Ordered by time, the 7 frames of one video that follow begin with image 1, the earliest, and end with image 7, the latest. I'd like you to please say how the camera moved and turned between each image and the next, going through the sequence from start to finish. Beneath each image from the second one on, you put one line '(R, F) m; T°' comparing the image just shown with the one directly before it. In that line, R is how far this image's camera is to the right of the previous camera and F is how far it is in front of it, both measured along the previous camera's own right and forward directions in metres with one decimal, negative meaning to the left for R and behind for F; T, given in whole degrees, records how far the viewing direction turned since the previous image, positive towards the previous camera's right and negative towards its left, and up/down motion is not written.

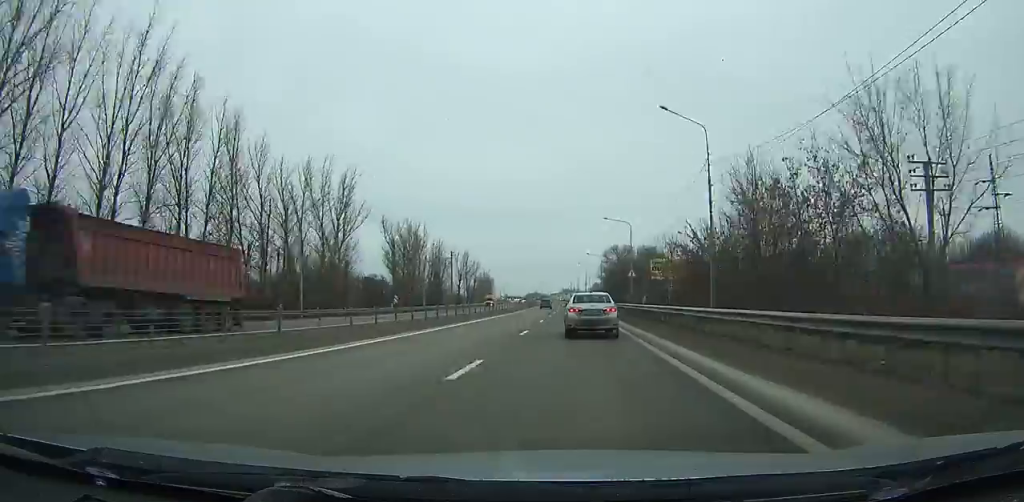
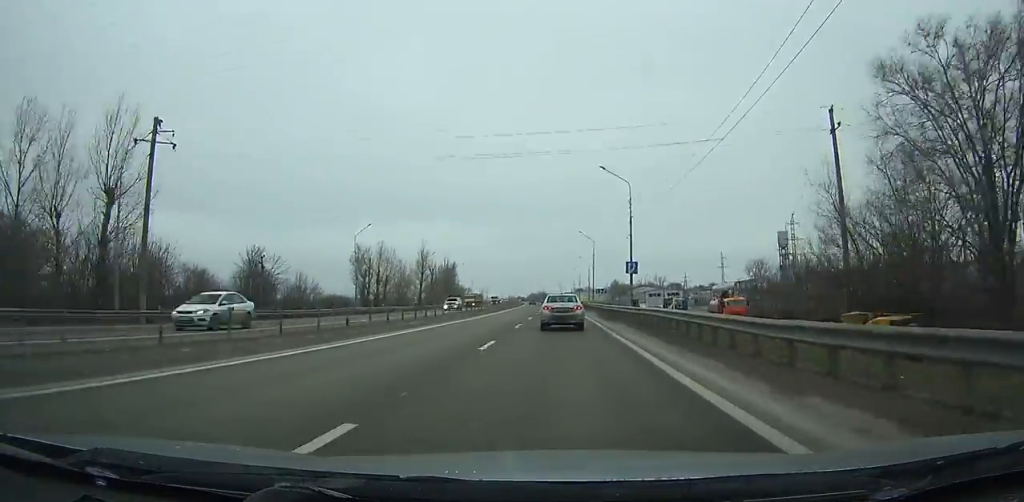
(-2.6, +150.3) m; -2°
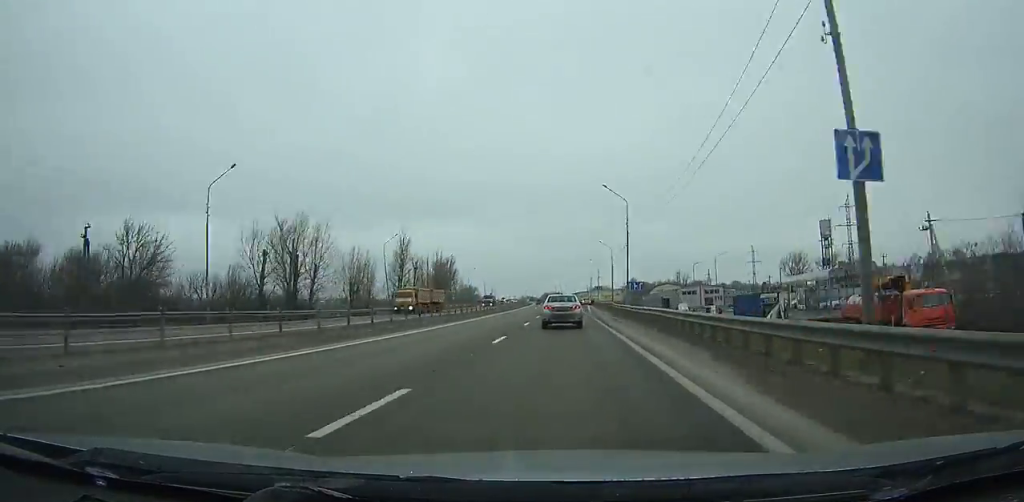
(-0.2, +33.4) m; -1°
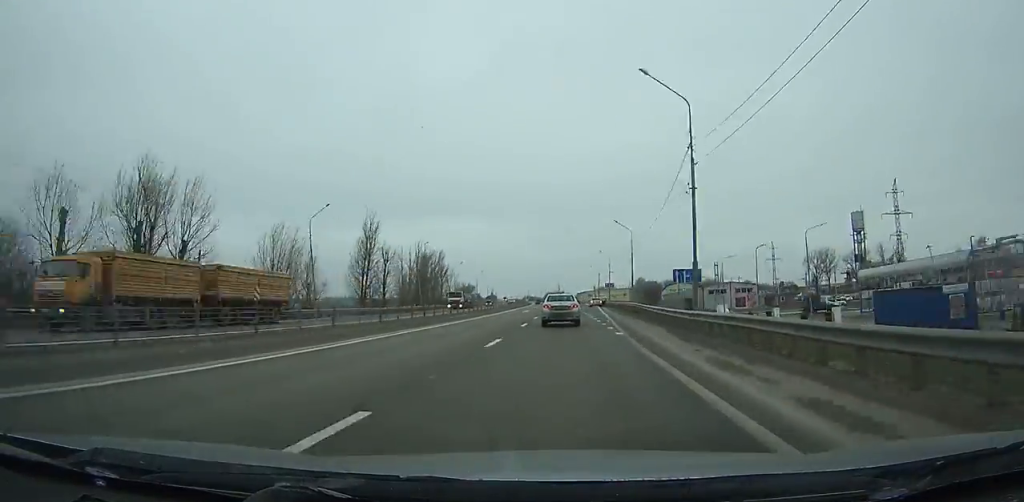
(-0.2, +25.8) m; -1°
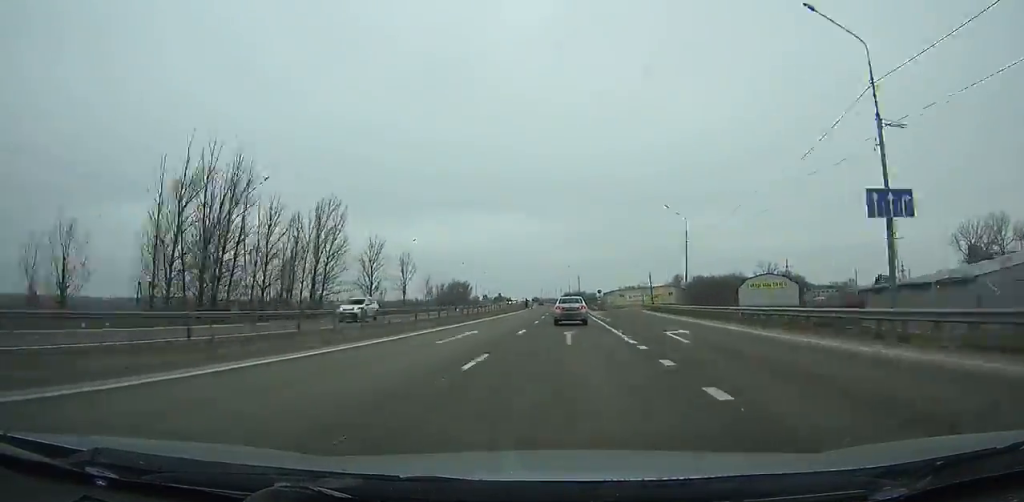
(-2.1, +100.7) m; -2°
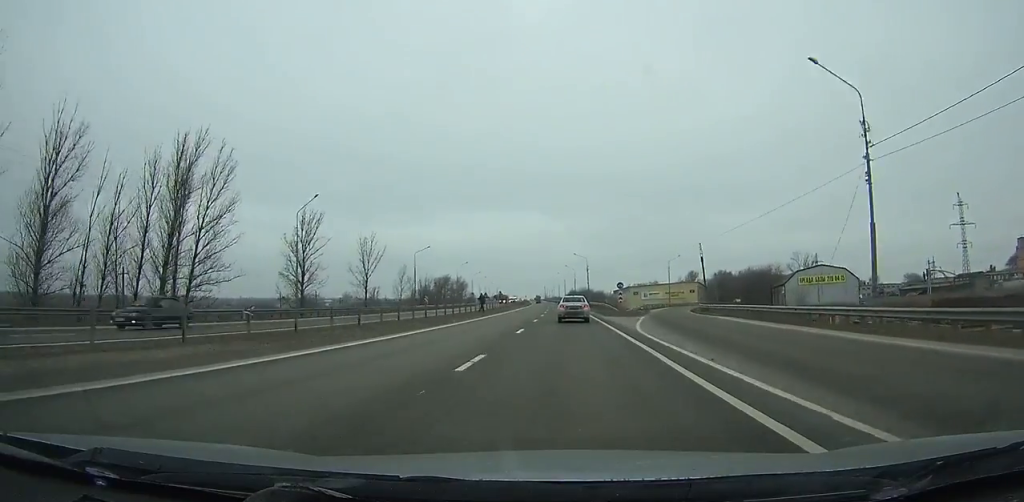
(-0.1, +37.5) m; -1°
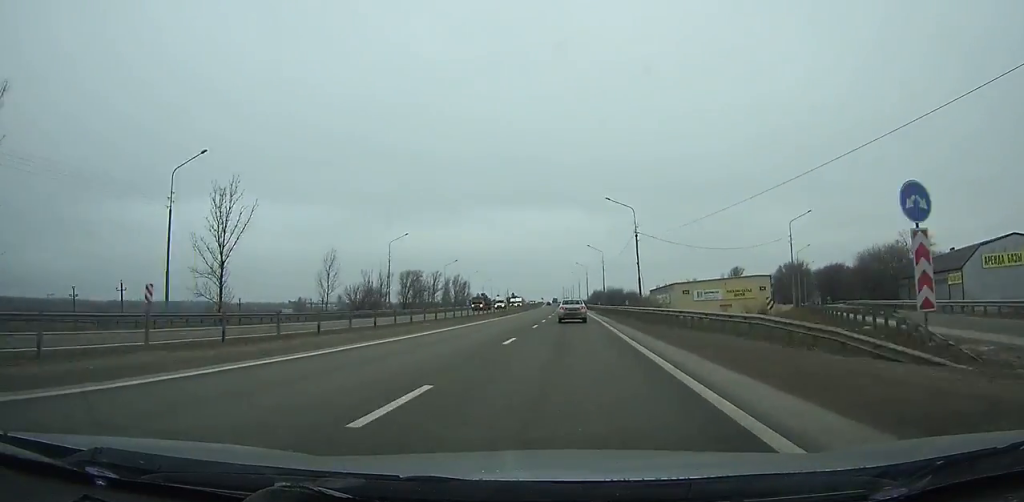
(-0.7, +65.8) m; -1°
